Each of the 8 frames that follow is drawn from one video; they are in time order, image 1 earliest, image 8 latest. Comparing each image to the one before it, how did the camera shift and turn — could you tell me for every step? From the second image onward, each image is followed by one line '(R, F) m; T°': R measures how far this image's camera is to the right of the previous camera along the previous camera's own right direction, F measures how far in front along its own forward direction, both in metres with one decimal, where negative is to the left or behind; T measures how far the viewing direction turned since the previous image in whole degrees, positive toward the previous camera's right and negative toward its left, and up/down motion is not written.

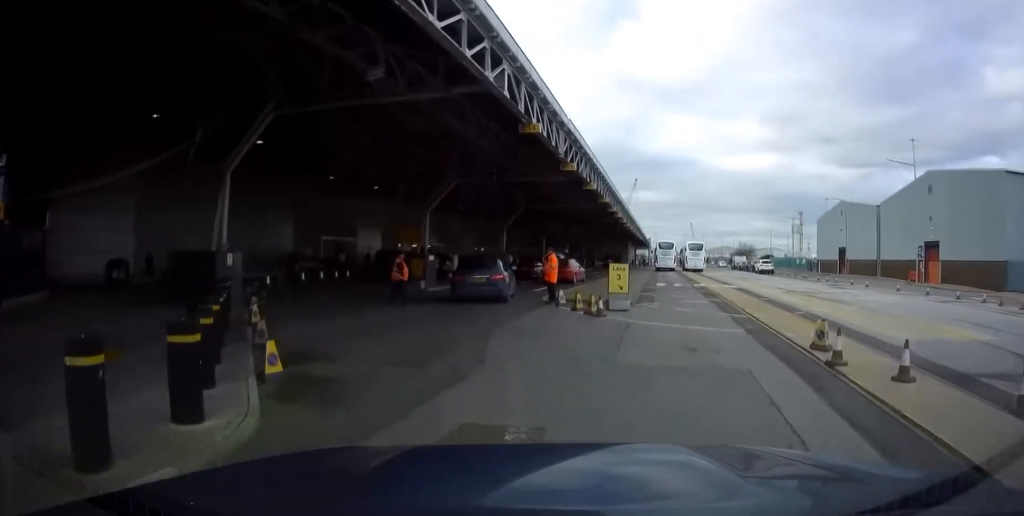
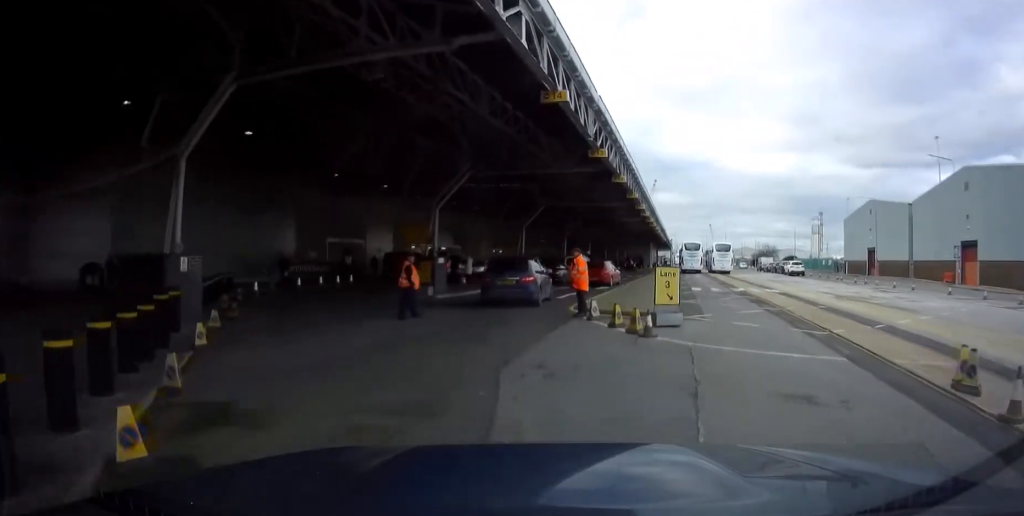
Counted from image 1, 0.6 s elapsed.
(+0.1, +3.5) m; -2°
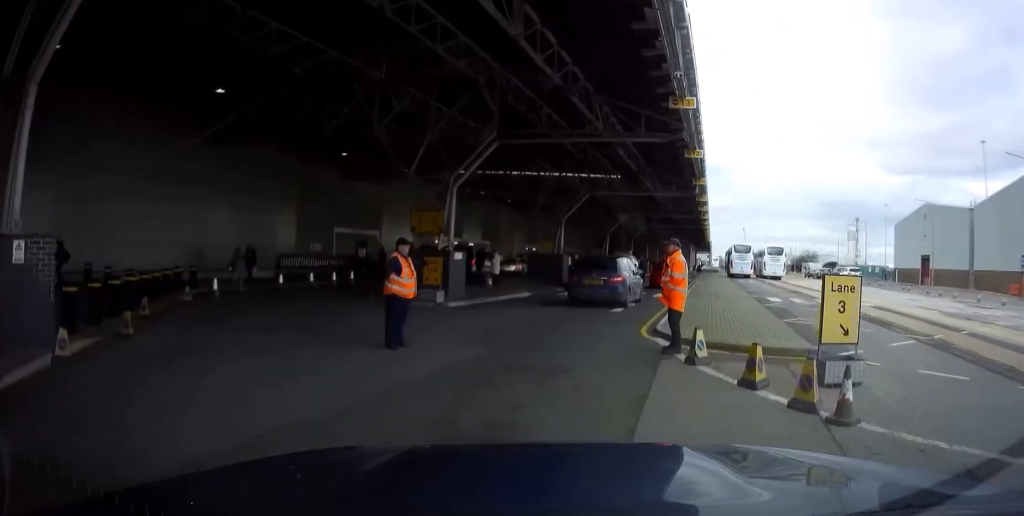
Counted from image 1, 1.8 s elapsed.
(-0.4, +6.5) m; -1°
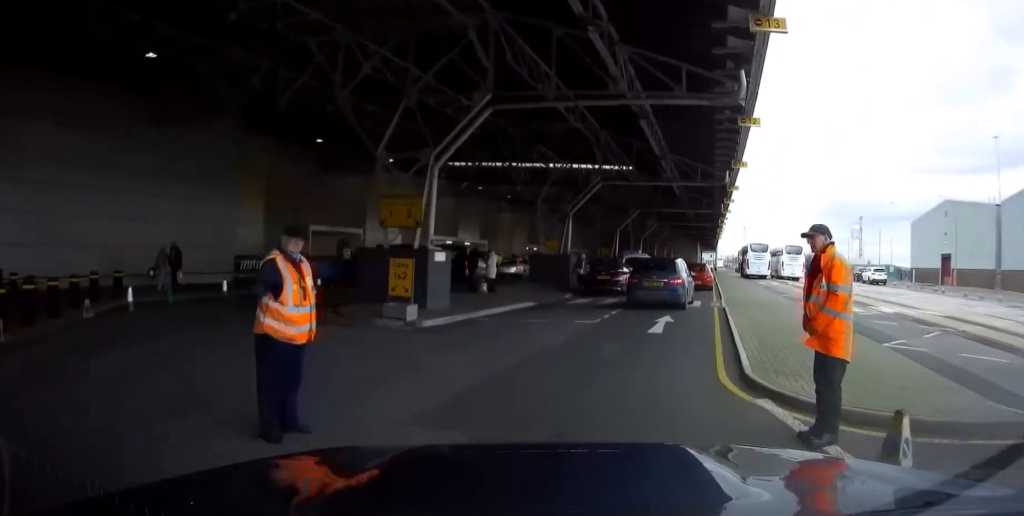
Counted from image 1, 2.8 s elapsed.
(+0.2, +4.8) m; +5°
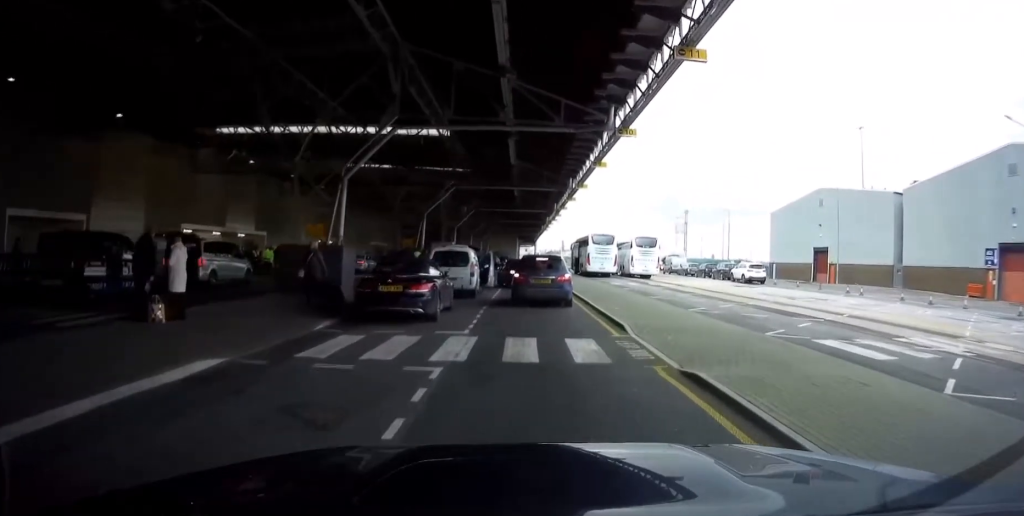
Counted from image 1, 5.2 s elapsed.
(+0.8, +10.9) m; +11°
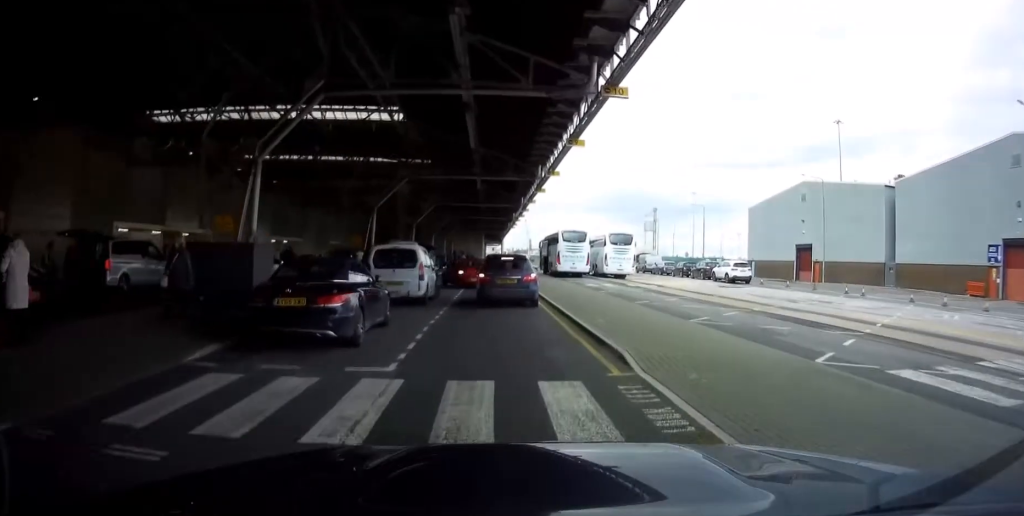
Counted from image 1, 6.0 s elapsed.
(+0.1, +3.7) m; -3°
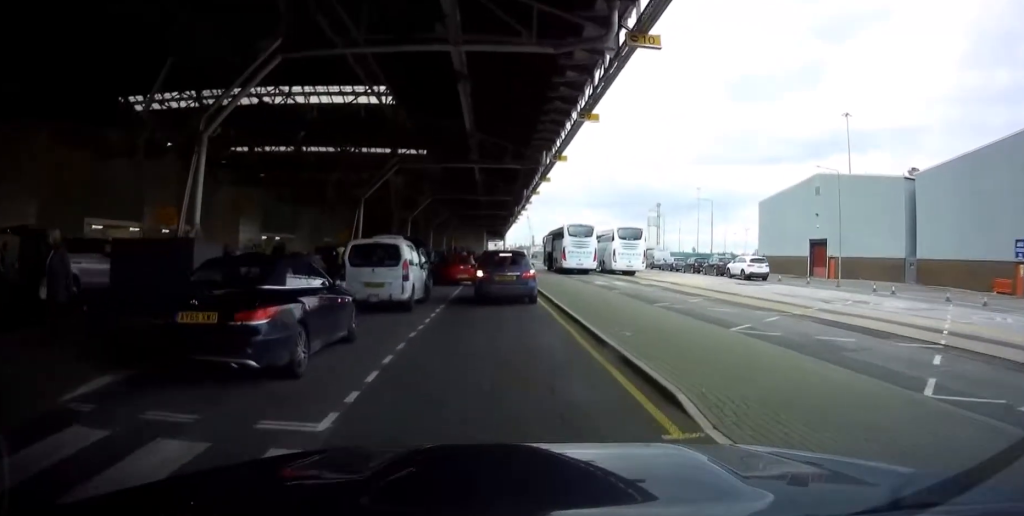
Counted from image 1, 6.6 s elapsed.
(0.0, +2.4) m; -6°
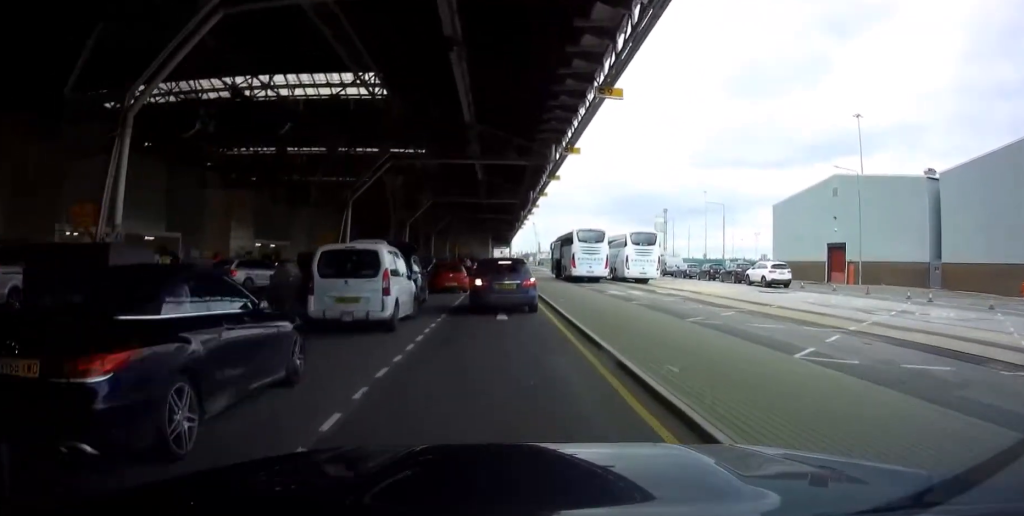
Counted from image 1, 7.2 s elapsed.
(-0.3, +2.7) m; -8°
